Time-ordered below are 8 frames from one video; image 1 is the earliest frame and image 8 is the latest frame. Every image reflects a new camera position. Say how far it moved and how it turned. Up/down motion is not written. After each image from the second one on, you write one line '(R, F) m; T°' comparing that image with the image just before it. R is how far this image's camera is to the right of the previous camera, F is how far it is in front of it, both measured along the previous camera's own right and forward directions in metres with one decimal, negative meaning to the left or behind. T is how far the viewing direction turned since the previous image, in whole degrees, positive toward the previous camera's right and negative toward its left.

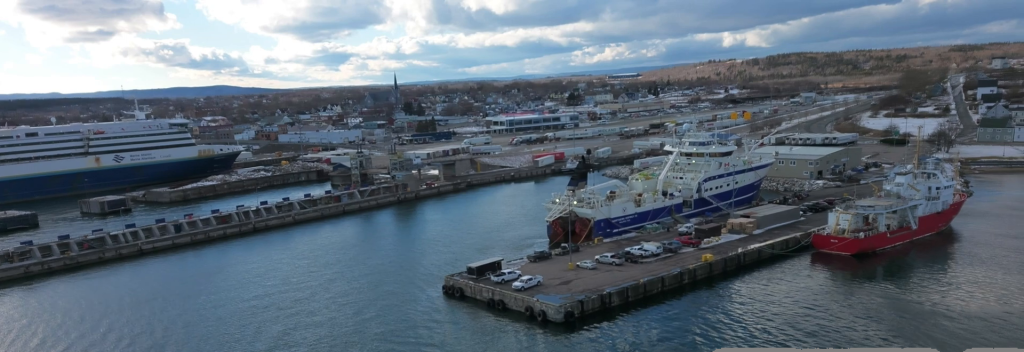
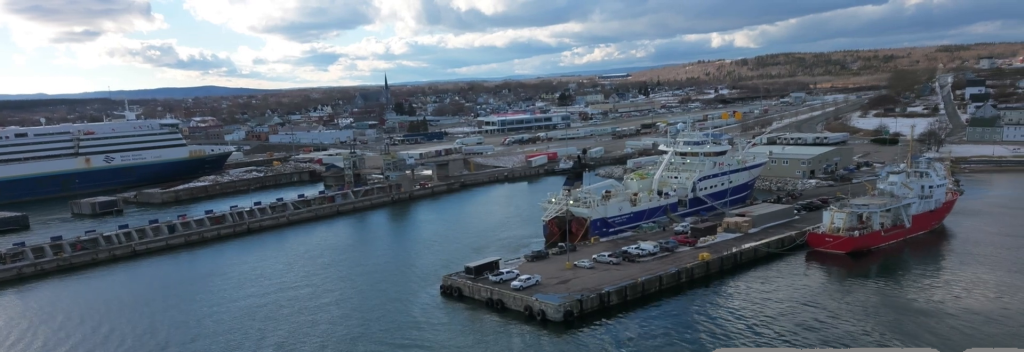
(0.0, +1.4) m; 0°
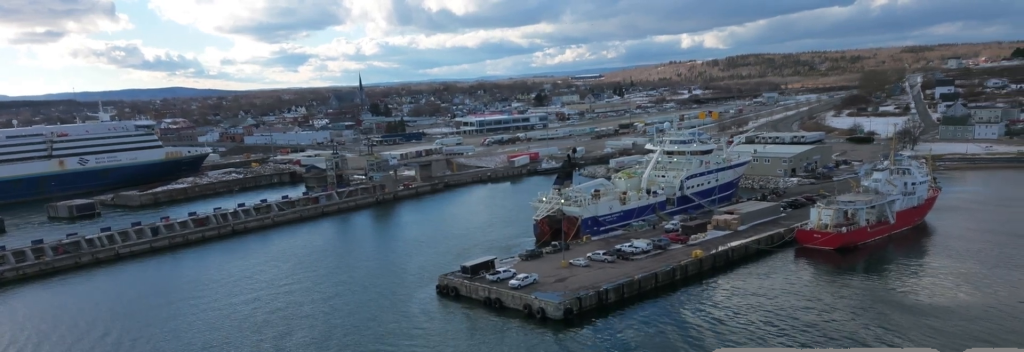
(0.0, +4.1) m; +1°
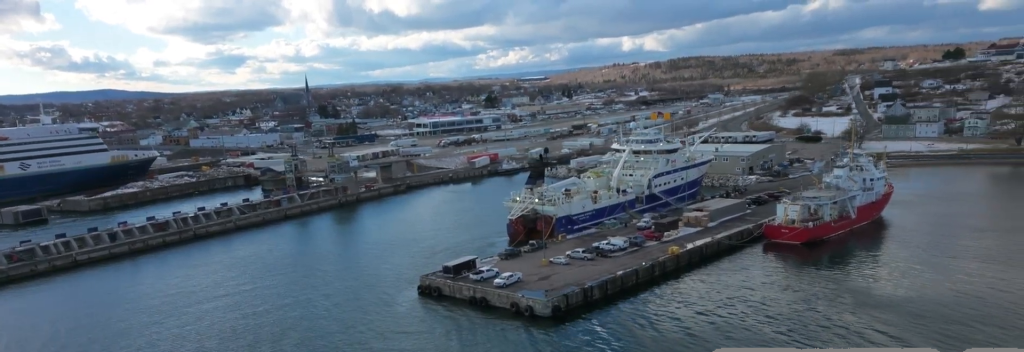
(+0.3, +6.3) m; +7°
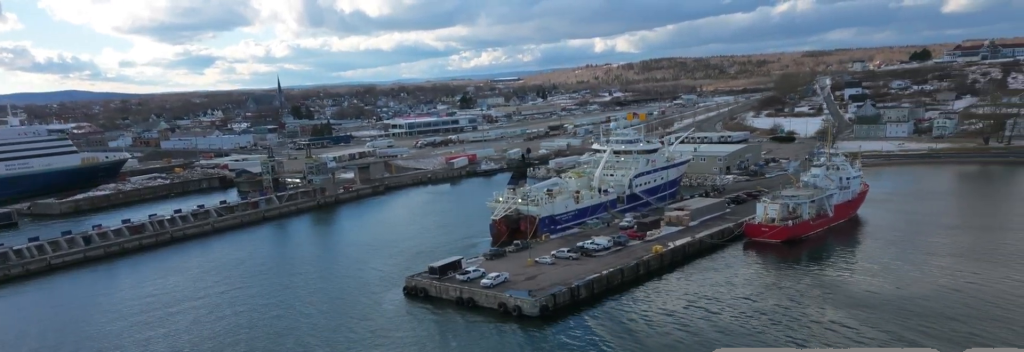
(0.0, +2.1) m; +1°
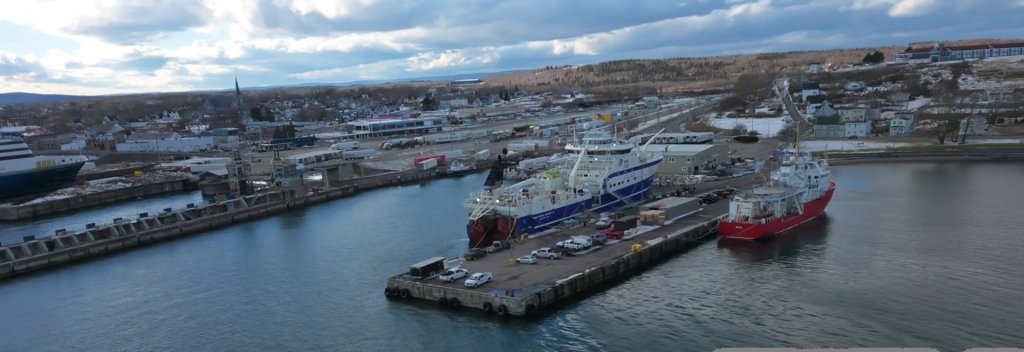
(0.0, +3.8) m; -1°
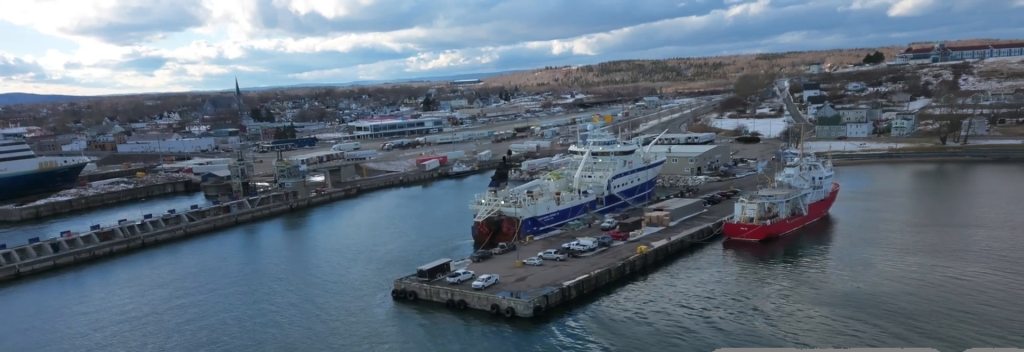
(0.0, +1.3) m; 0°
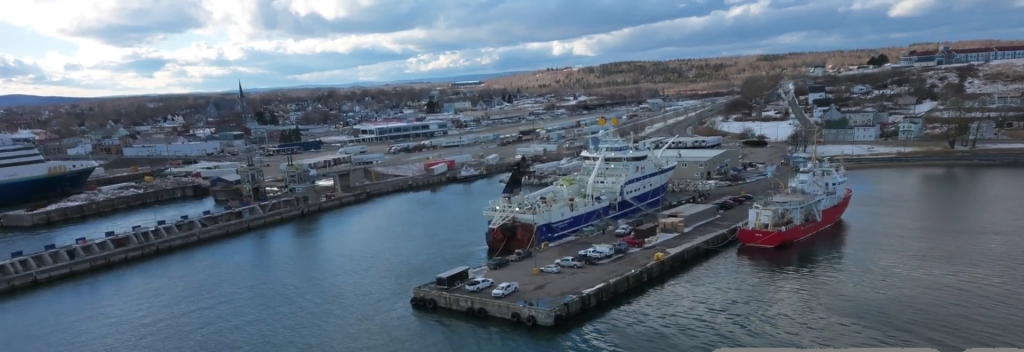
(0.0, +3.1) m; +1°
